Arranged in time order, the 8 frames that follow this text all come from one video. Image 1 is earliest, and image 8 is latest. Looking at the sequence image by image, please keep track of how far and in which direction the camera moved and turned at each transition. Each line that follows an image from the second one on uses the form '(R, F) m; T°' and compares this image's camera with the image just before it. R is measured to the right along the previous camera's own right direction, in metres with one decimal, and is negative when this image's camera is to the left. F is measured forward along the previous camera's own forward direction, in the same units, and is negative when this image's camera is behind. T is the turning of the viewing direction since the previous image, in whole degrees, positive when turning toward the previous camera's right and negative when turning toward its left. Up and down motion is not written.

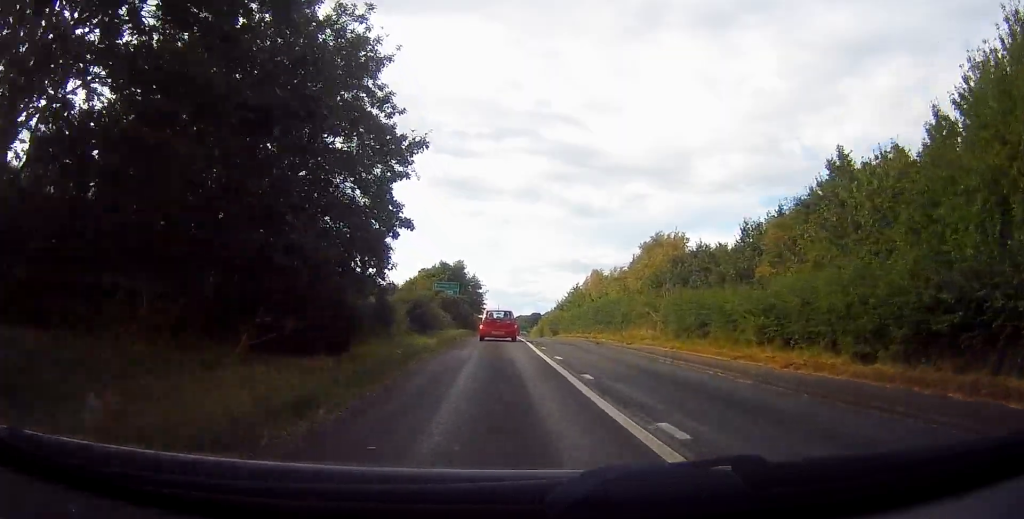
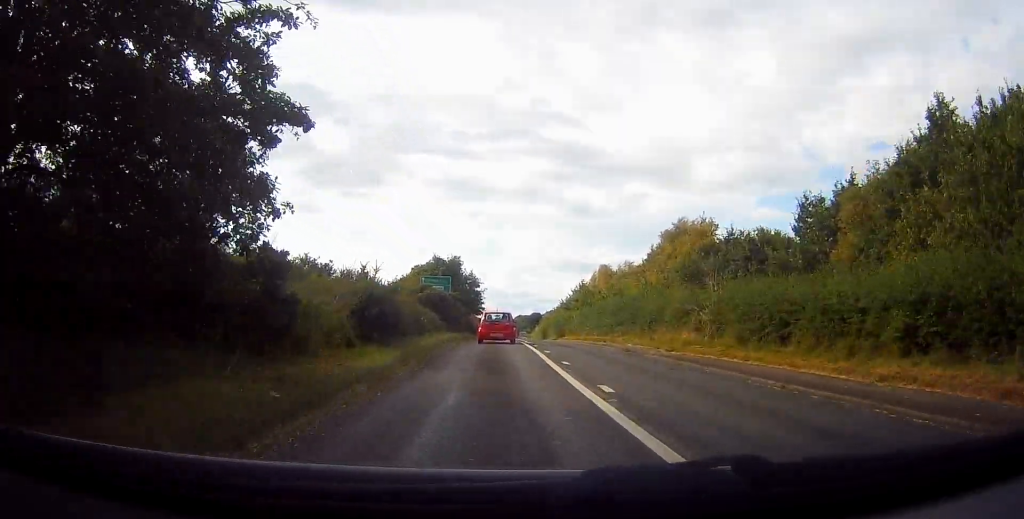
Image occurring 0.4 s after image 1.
(+0.1, +7.7) m; 0°
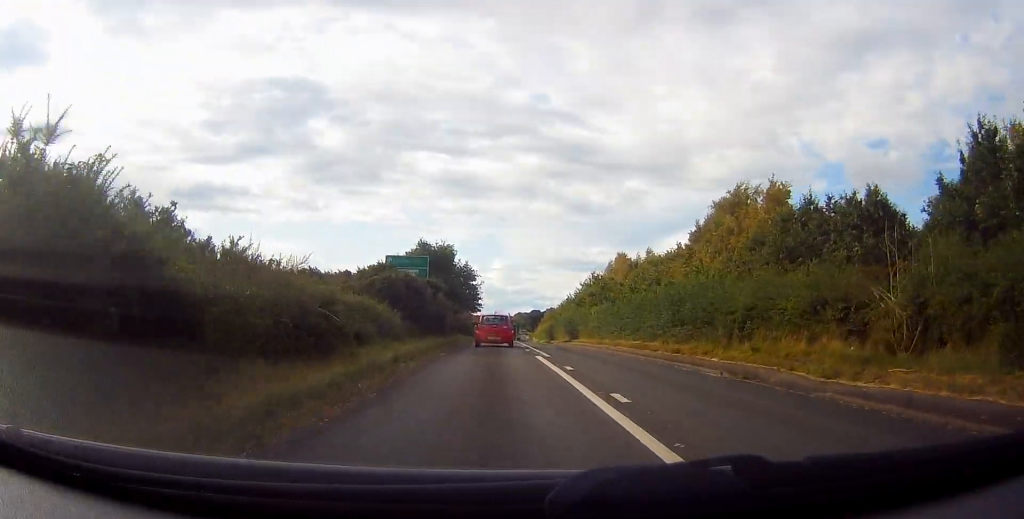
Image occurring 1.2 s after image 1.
(+0.1, +12.7) m; +1°
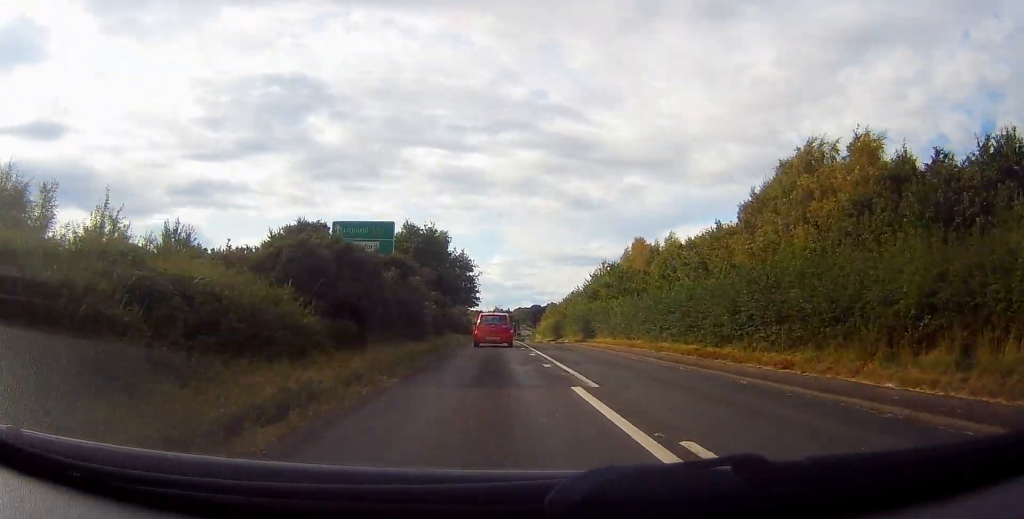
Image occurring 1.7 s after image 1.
(0.0, +9.4) m; 0°
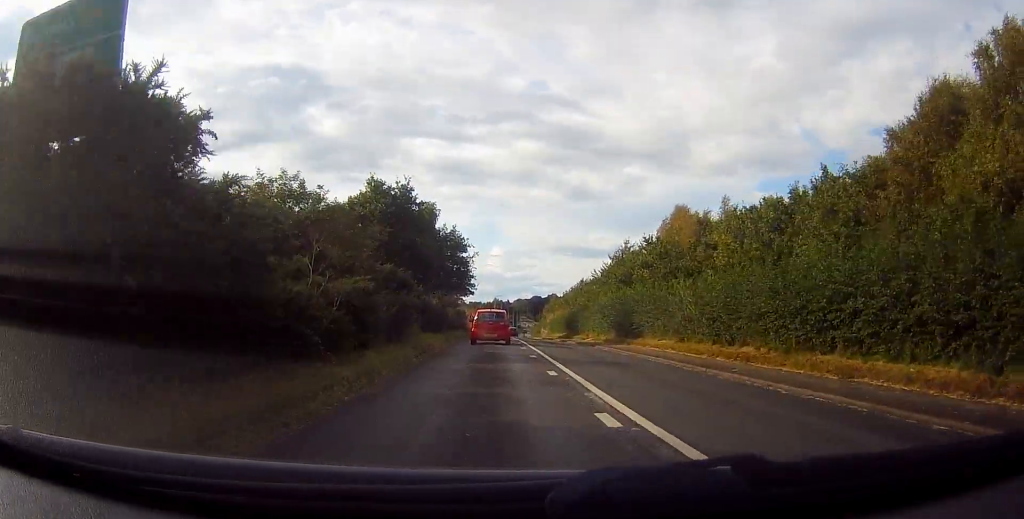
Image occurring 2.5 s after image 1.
(0.0, +14.5) m; -1°
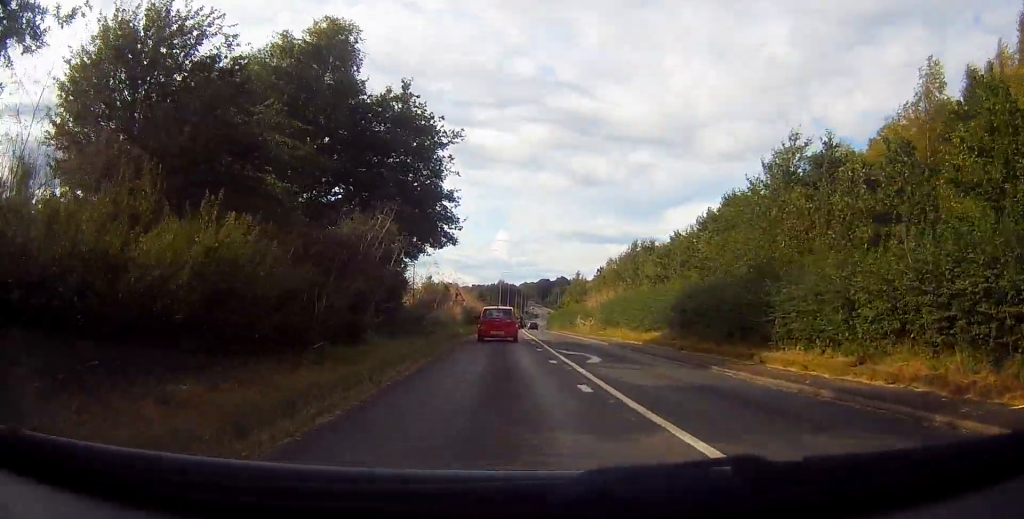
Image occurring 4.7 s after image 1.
(-0.3, +37.3) m; +1°
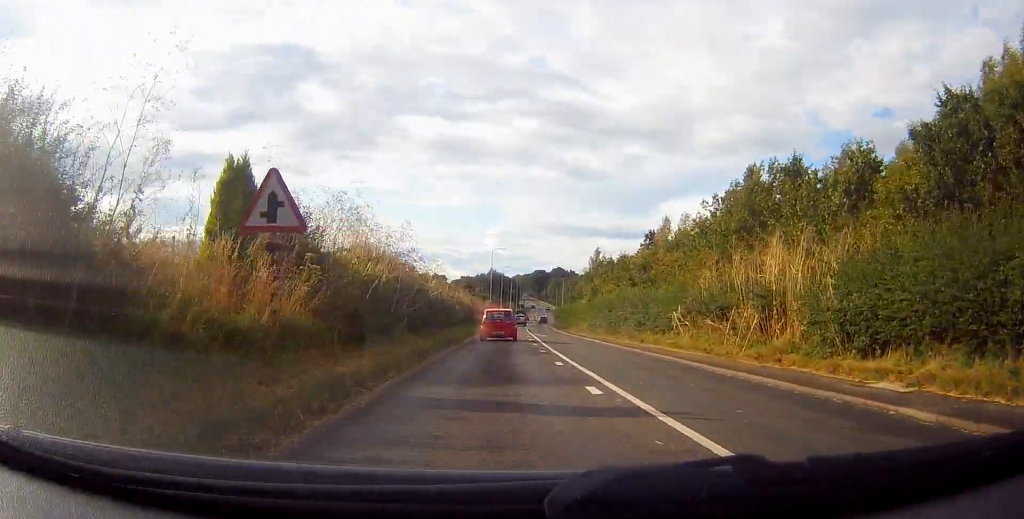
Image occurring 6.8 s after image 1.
(+0.3, +35.0) m; 0°
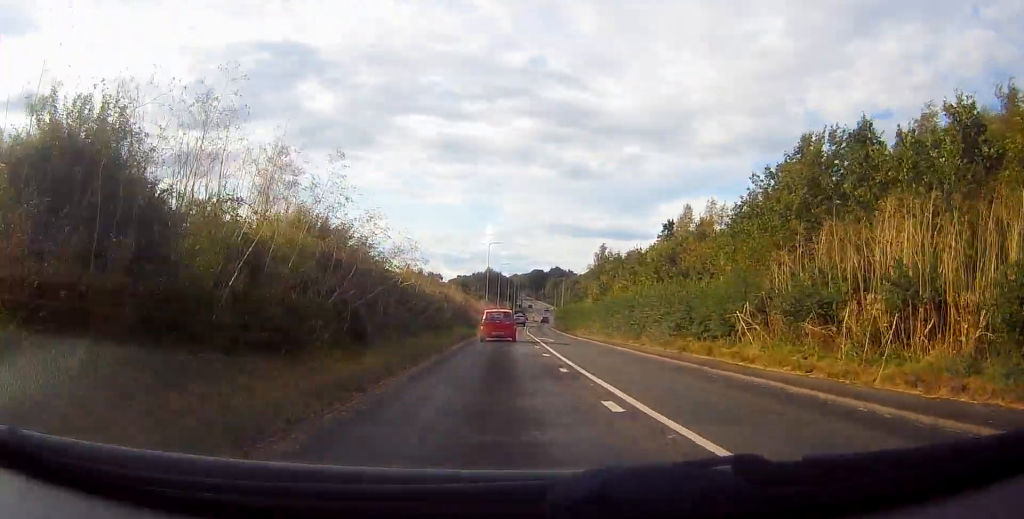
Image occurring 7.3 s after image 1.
(0.0, +7.3) m; 0°
